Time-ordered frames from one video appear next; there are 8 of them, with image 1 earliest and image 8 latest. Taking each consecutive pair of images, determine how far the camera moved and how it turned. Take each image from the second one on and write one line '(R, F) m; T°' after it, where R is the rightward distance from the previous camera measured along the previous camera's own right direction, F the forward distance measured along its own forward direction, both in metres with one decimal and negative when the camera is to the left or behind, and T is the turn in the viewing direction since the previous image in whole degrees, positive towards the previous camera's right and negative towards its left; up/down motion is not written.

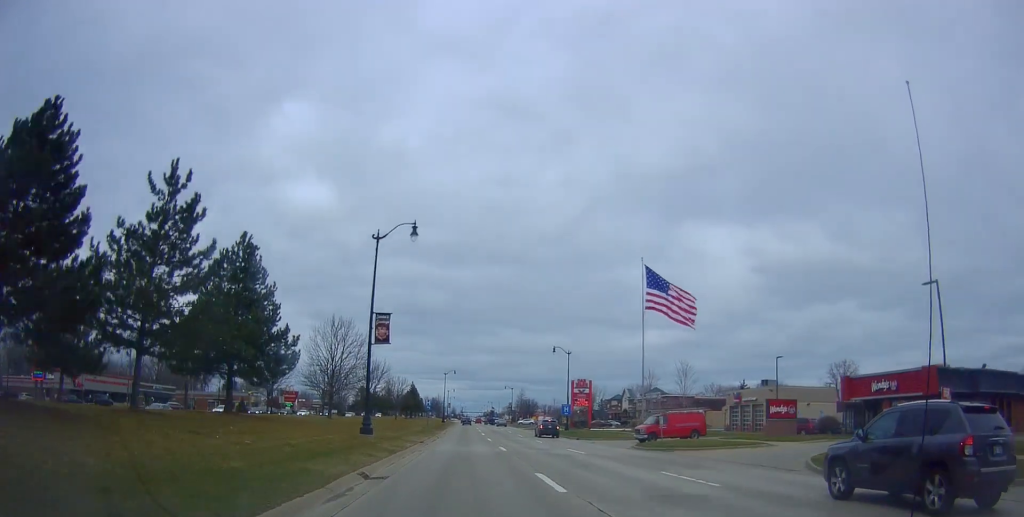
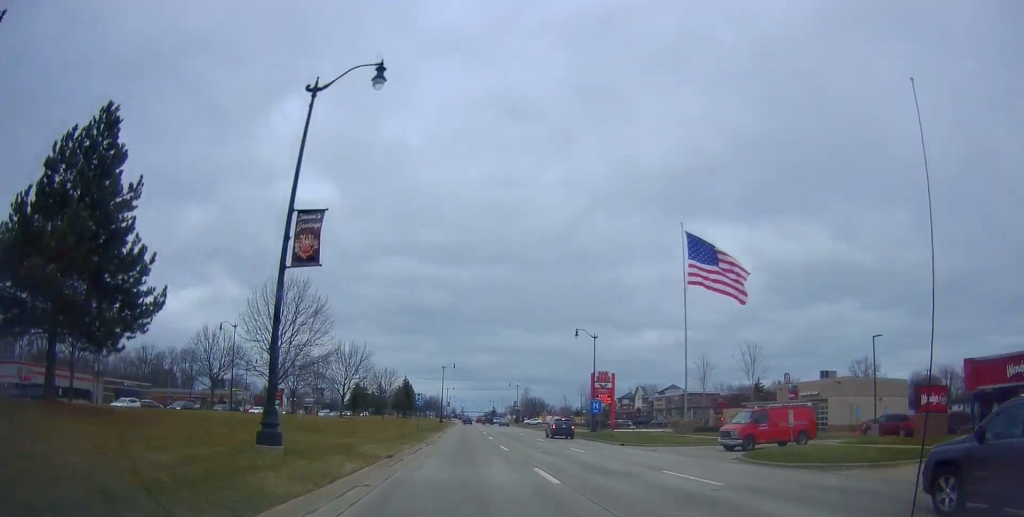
(0.0, +14.8) m; 0°
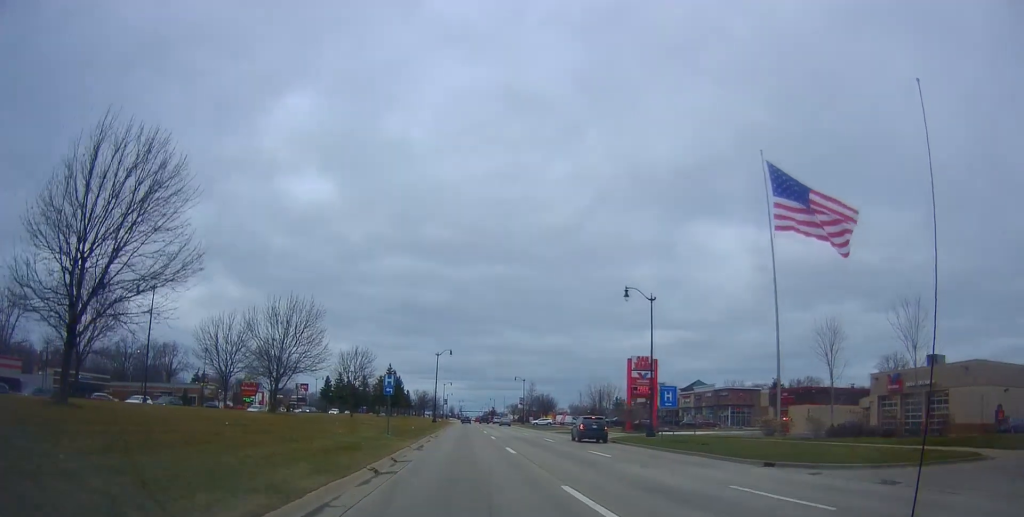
(0.0, +19.3) m; 0°
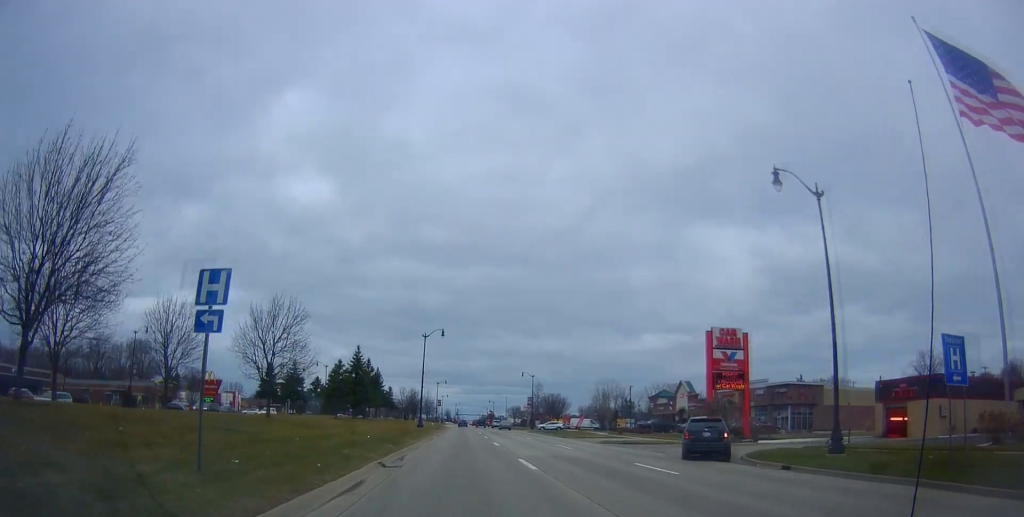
(-0.2, +22.5) m; -2°
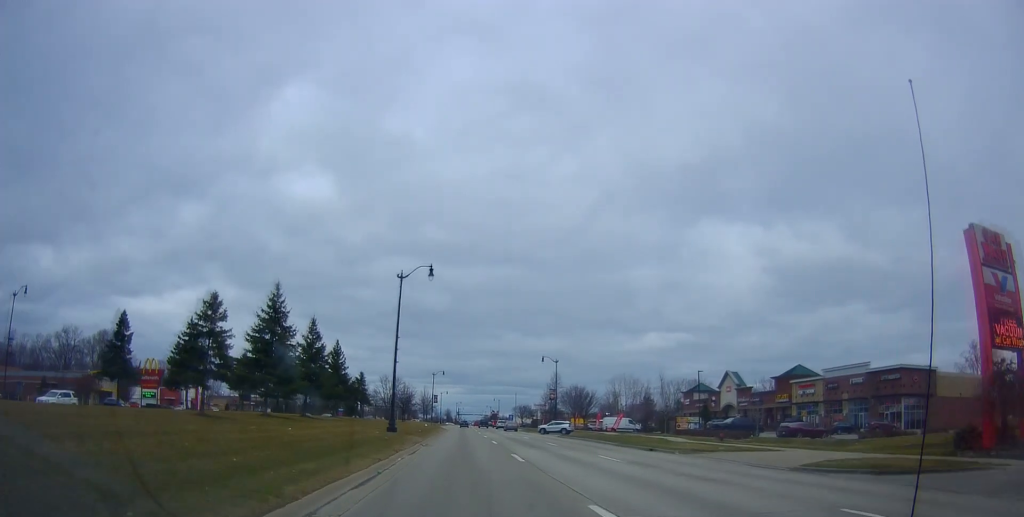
(-0.8, +26.3) m; -2°
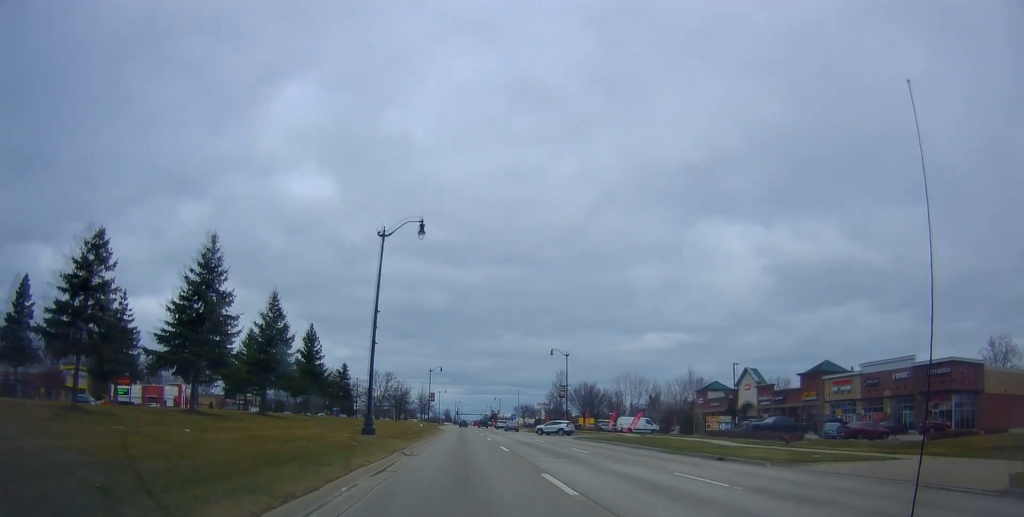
(-0.1, +9.0) m; 0°
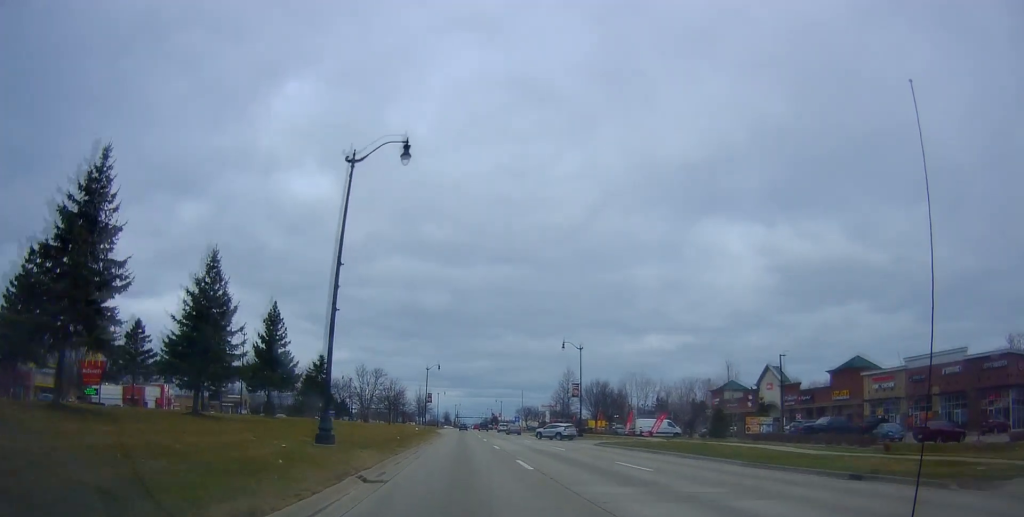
(+0.1, +9.2) m; +1°
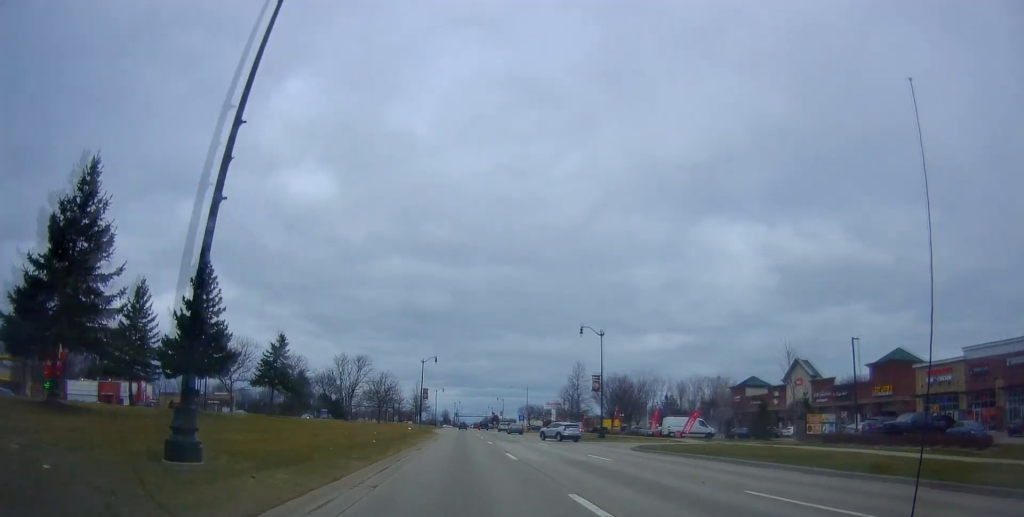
(+0.1, +10.5) m; +1°
